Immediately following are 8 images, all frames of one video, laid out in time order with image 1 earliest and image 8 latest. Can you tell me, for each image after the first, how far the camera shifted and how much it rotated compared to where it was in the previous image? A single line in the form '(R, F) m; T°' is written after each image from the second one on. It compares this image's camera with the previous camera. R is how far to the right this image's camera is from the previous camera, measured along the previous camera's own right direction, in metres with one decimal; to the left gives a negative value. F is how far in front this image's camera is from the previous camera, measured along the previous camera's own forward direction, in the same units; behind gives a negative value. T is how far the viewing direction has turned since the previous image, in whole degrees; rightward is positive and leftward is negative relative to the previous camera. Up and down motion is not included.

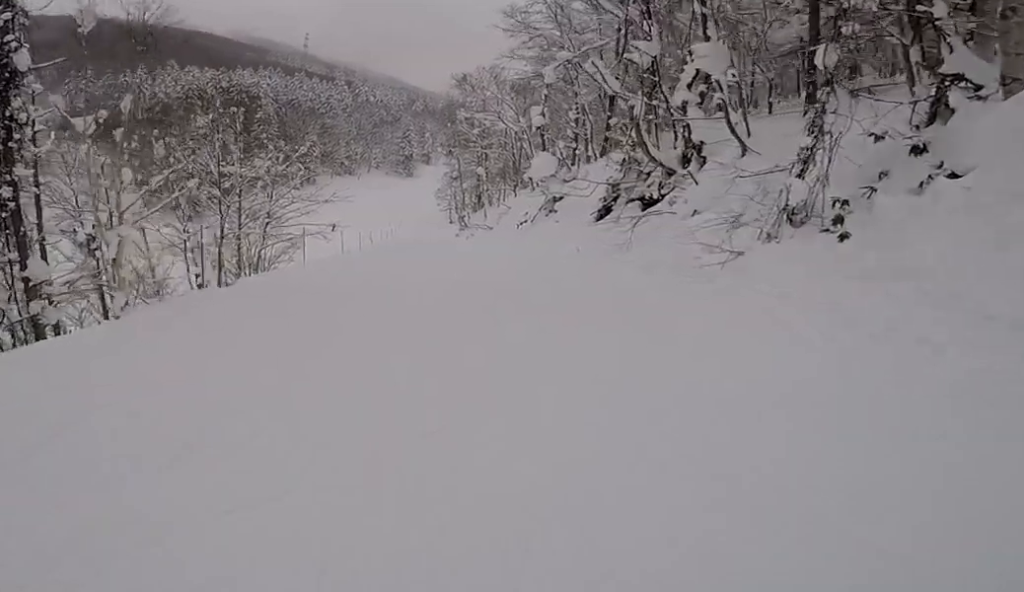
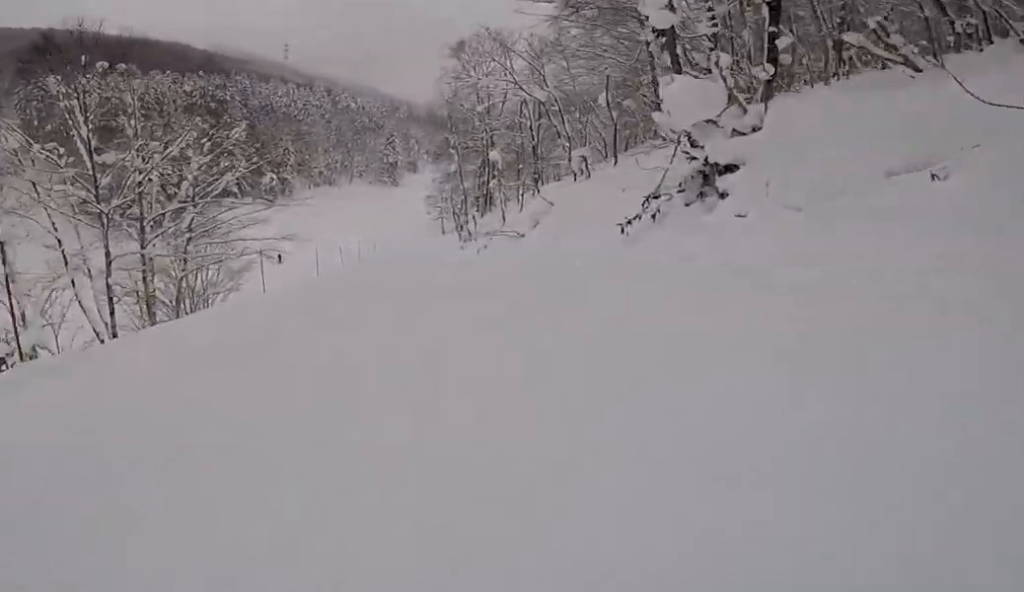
(+0.8, +14.0) m; +6°
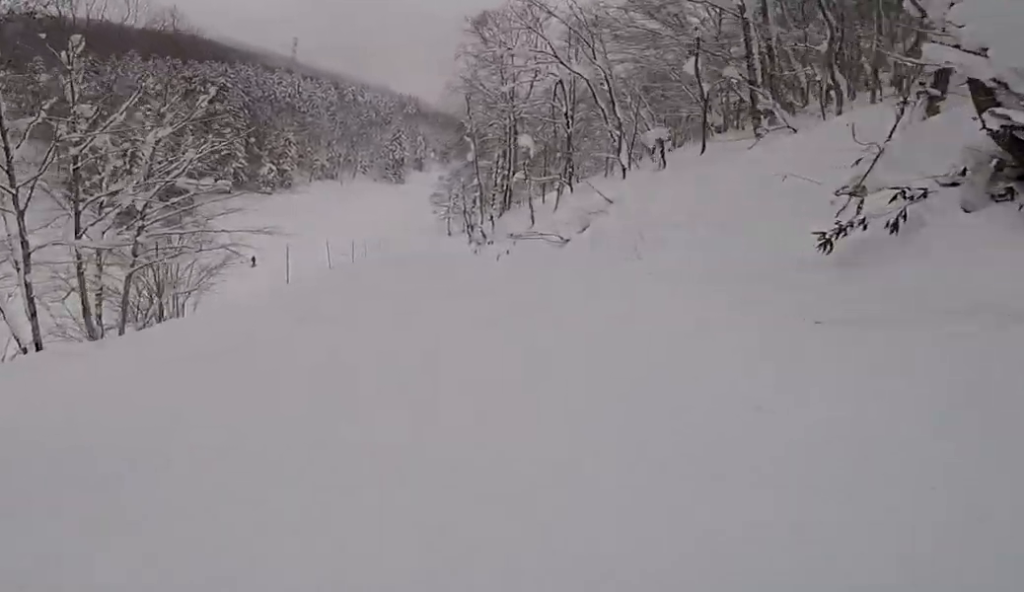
(+0.7, +6.1) m; 0°
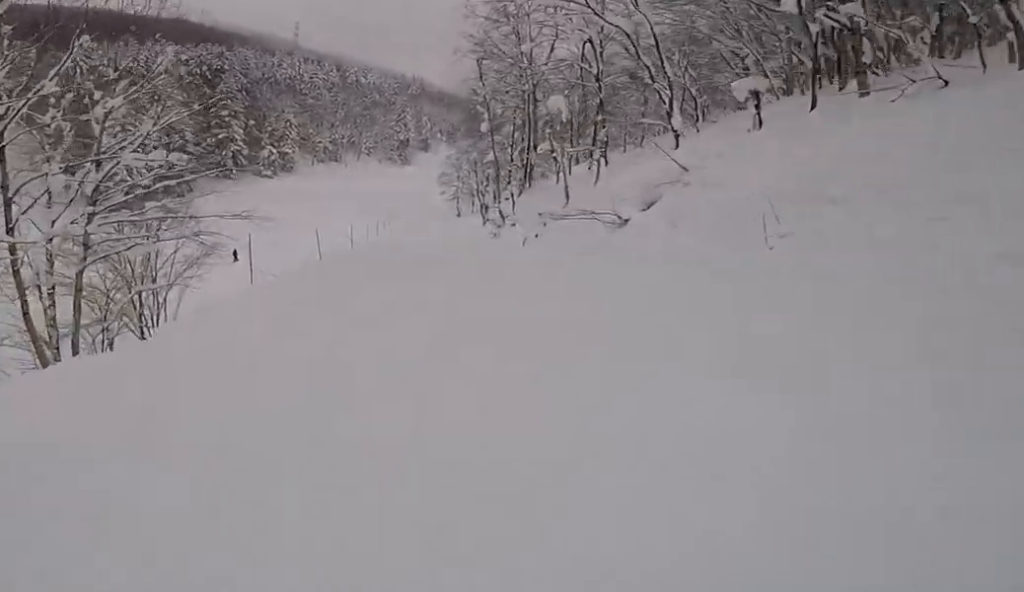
(-0.4, +4.7) m; -3°
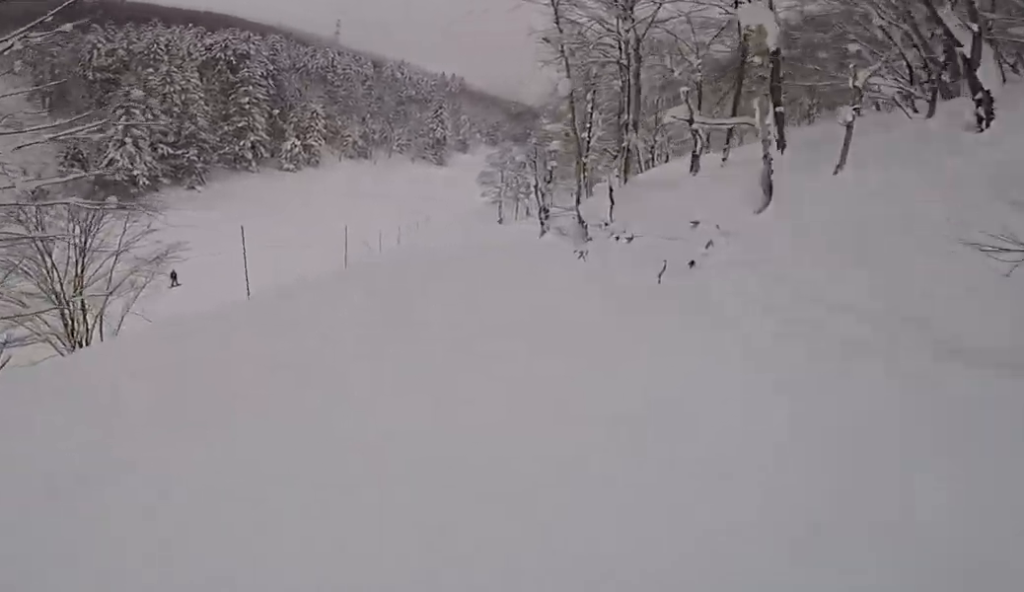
(-0.7, +11.0) m; -1°
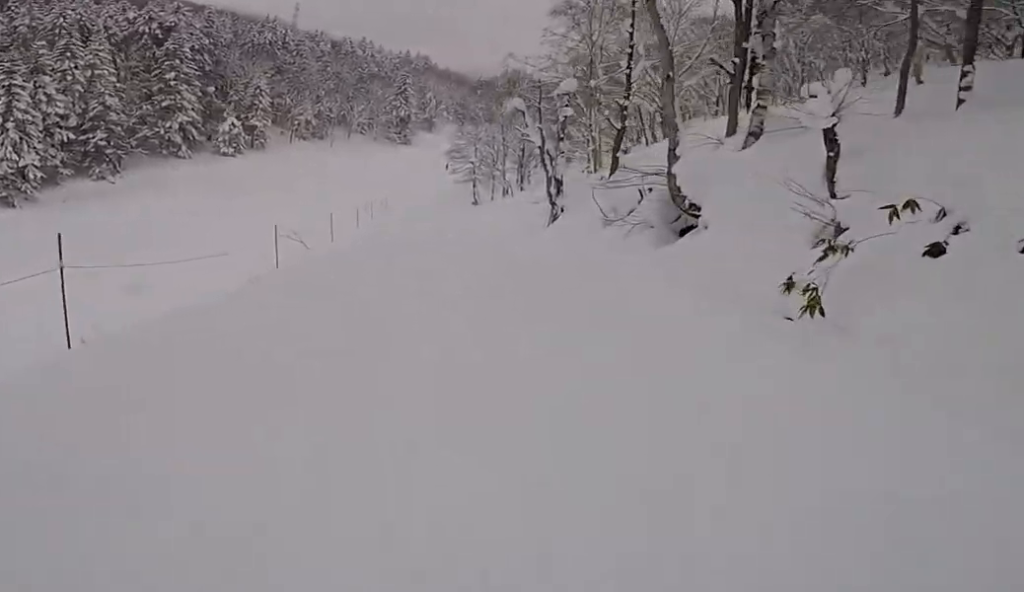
(+0.8, +12.3) m; +3°
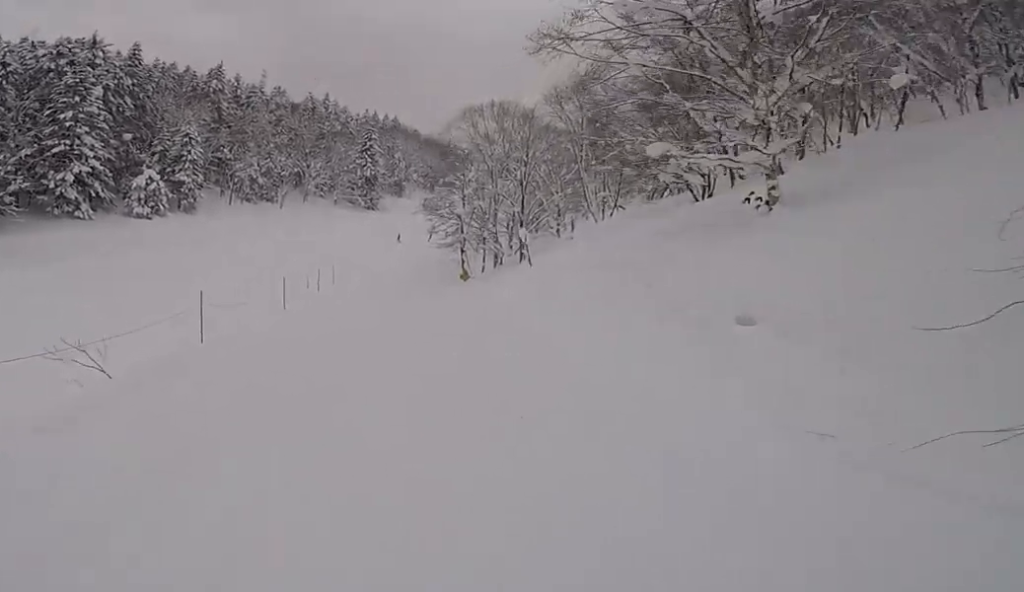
(-0.2, +19.2) m; 0°
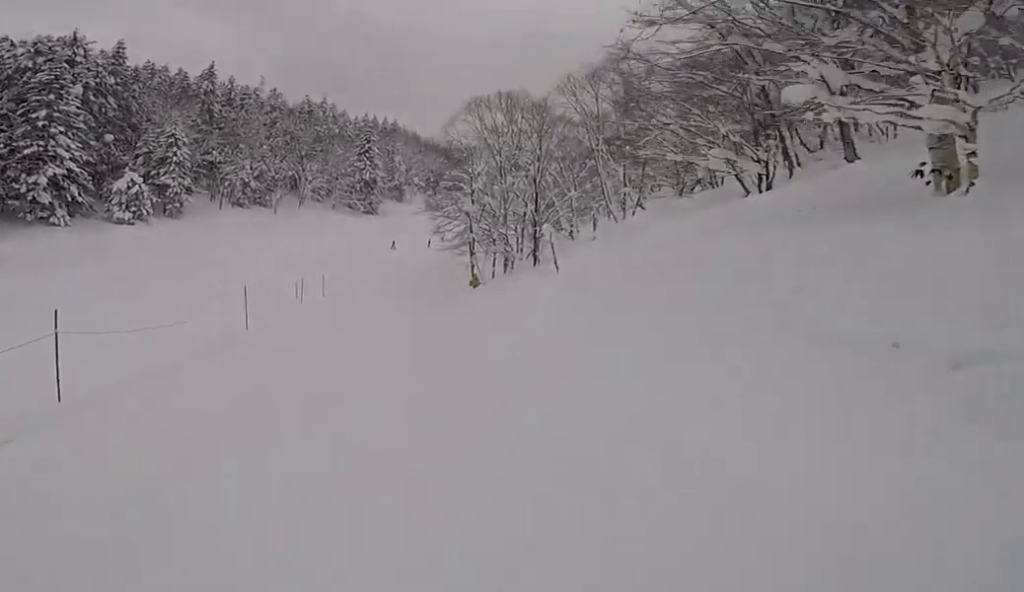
(+0.5, +4.8) m; 0°
